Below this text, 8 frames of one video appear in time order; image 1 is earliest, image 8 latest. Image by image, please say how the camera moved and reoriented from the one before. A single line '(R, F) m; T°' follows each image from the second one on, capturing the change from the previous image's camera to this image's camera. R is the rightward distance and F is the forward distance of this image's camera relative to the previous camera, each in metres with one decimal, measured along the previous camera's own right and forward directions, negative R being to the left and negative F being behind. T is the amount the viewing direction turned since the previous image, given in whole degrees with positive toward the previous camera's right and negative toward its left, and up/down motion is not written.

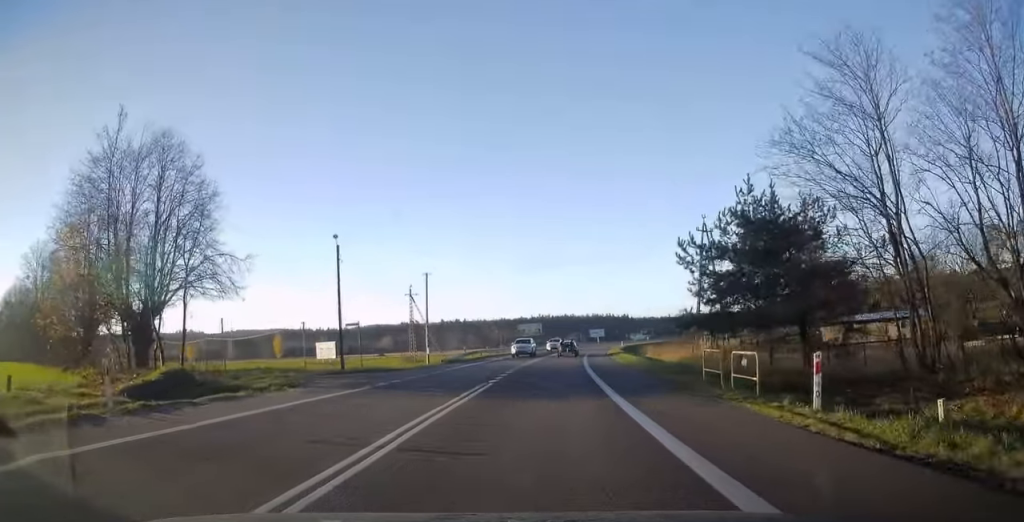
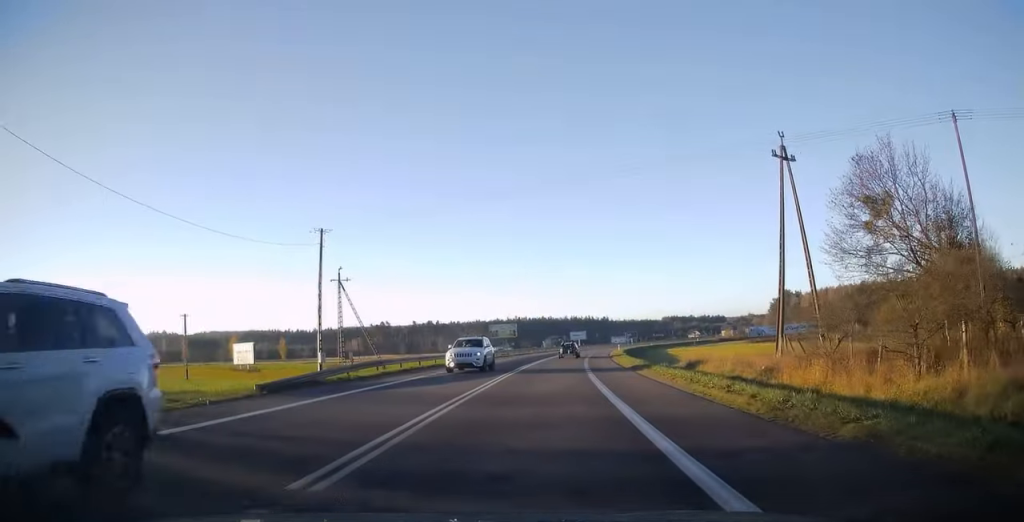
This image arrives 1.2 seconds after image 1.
(+0.4, +25.7) m; +2°
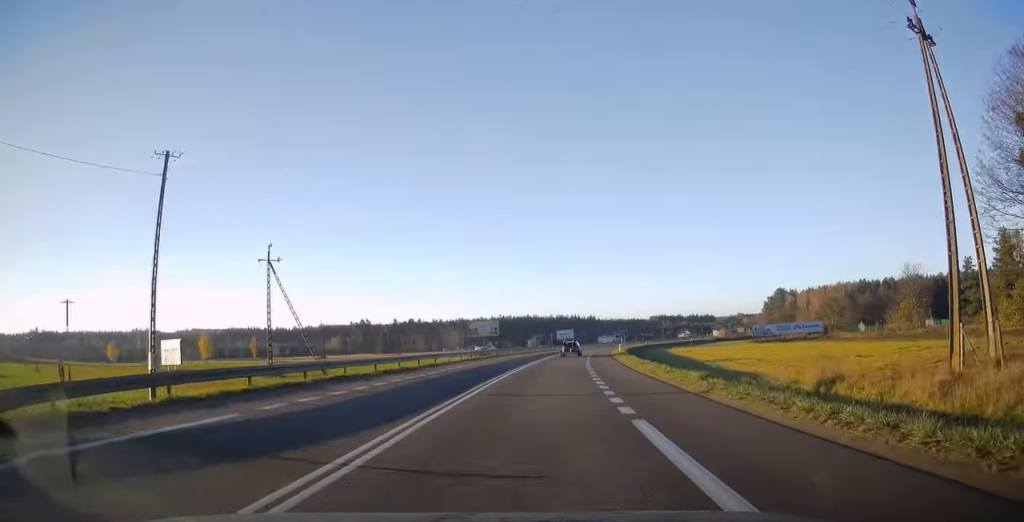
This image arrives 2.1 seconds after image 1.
(+0.3, +16.5) m; +1°
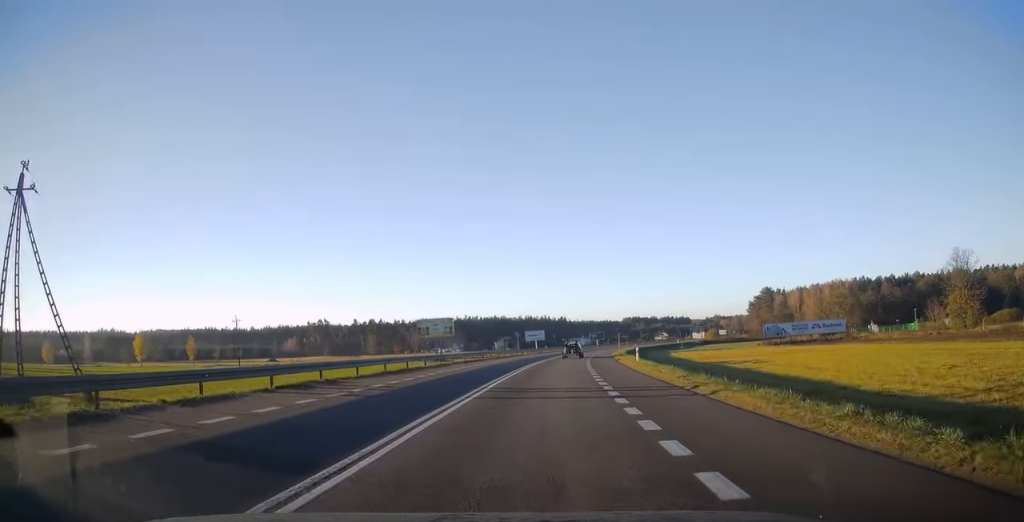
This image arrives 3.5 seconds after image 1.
(+0.5, +30.5) m; +3°
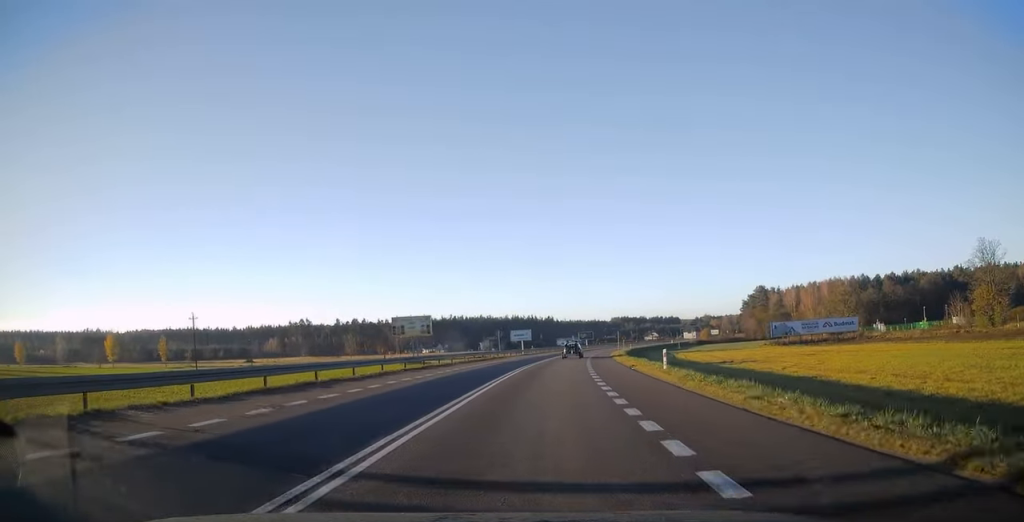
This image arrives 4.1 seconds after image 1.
(+0.4, +12.2) m; +1°
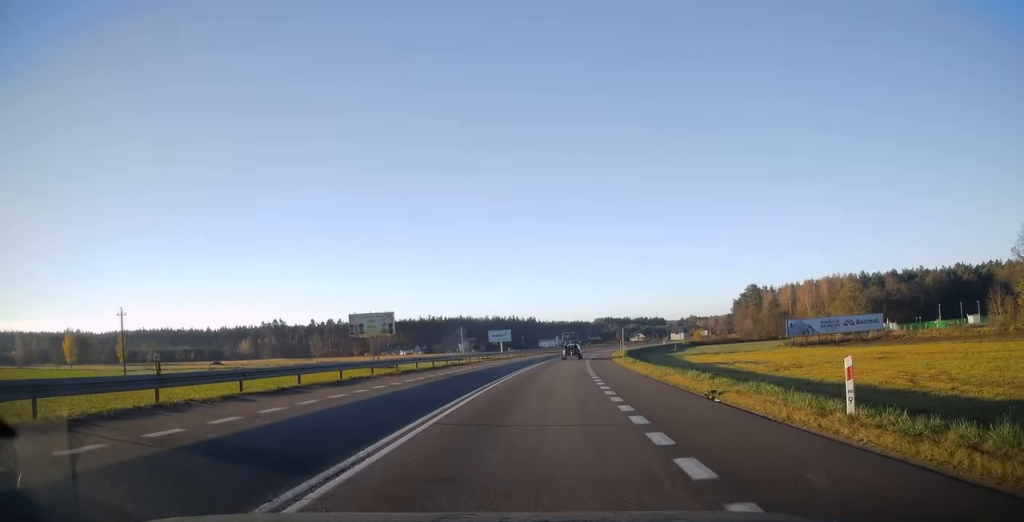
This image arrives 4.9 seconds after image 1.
(+0.3, +17.2) m; +2°
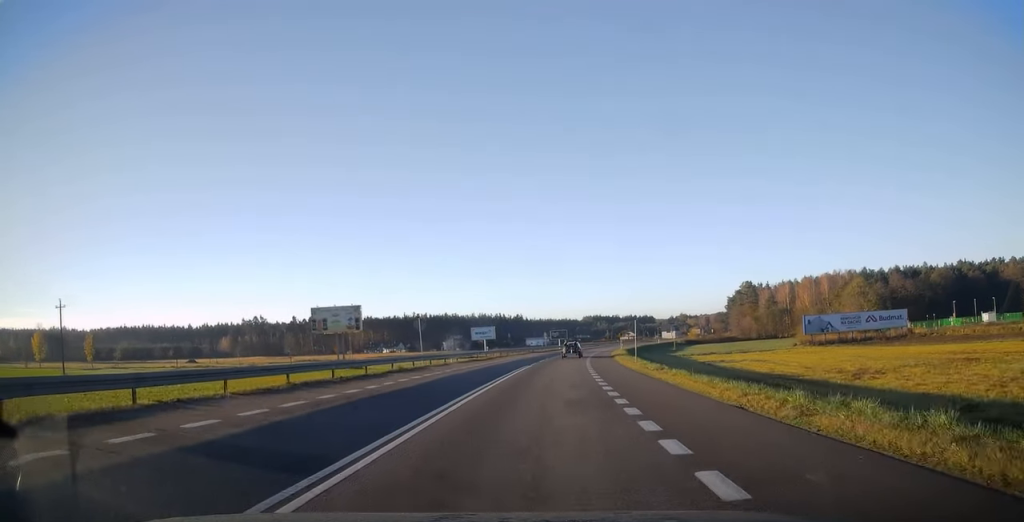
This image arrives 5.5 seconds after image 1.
(-0.1, +12.7) m; +1°
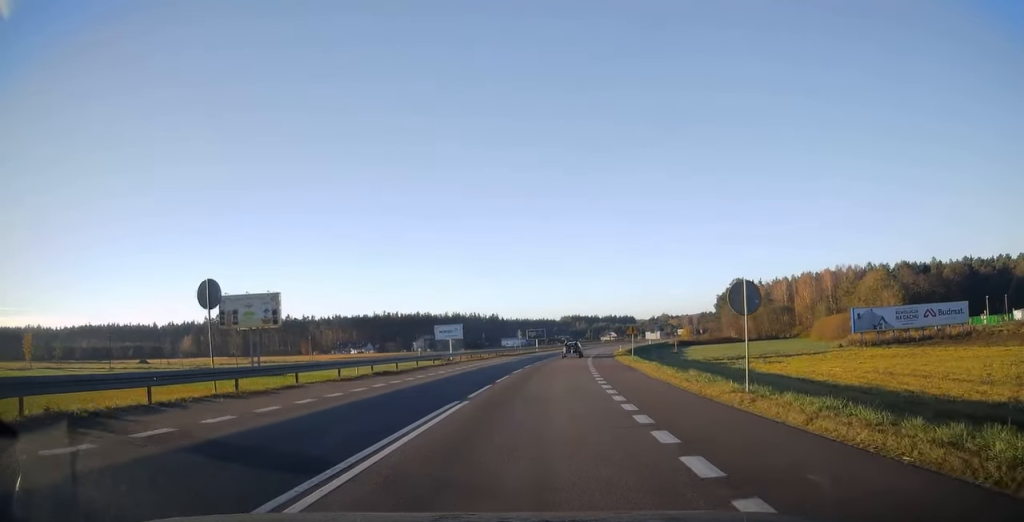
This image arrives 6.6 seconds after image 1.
(+0.6, +23.3) m; +2°
